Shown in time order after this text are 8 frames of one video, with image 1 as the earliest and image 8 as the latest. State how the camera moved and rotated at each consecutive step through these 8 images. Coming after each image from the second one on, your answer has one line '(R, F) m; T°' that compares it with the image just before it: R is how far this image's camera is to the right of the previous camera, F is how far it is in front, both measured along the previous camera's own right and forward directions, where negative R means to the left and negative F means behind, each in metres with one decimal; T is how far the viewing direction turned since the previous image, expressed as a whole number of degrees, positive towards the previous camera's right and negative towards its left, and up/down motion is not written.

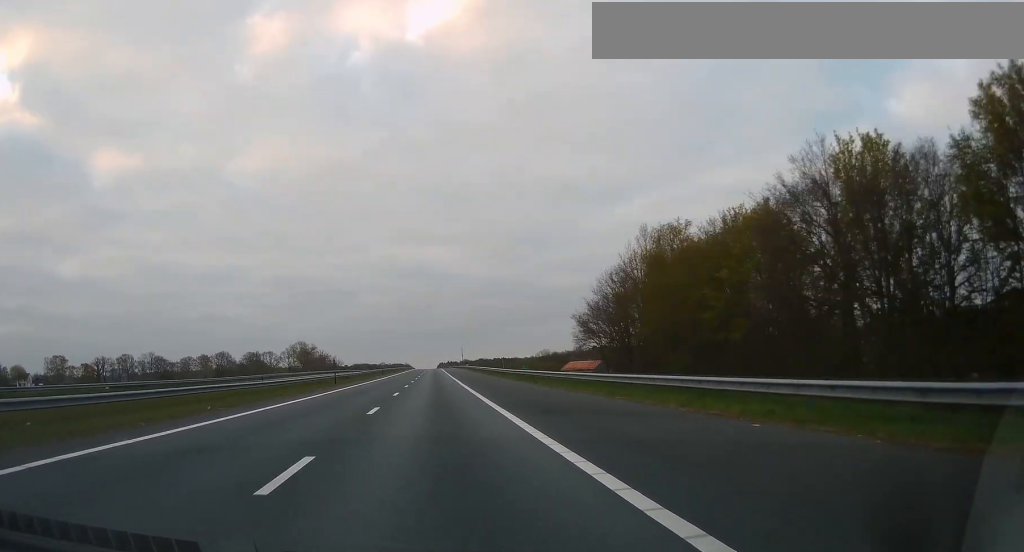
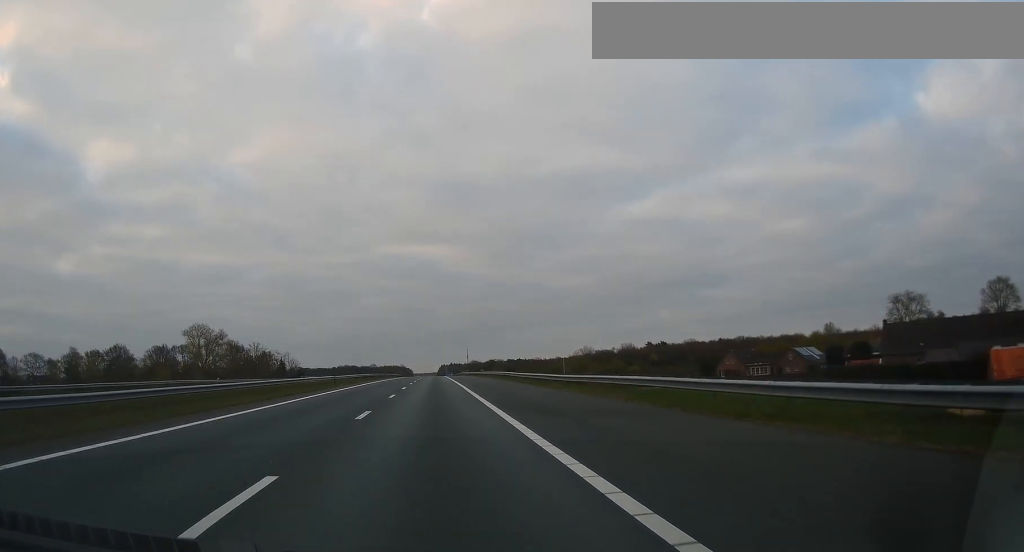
(+0.2, +148.4) m; 0°
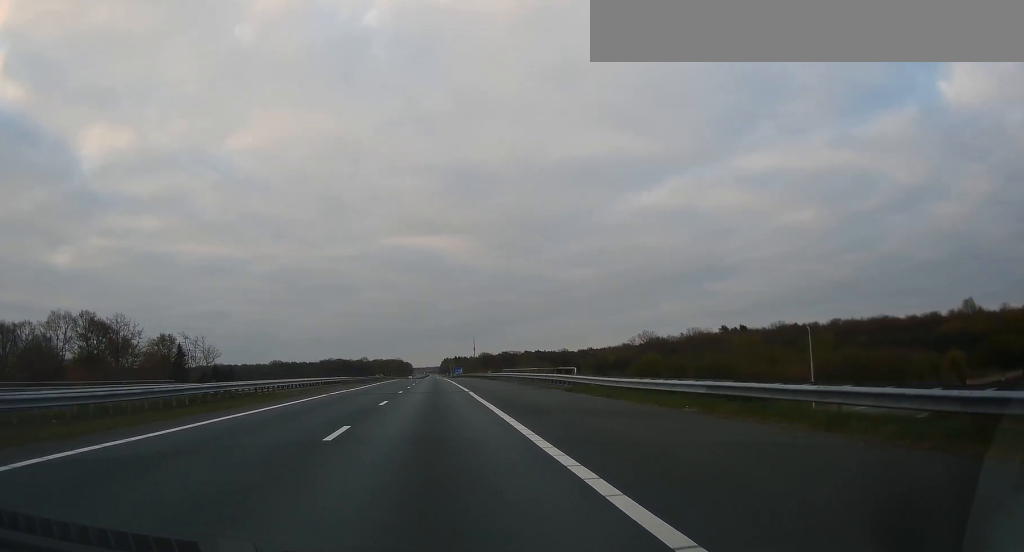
(0.0, +113.9) m; 0°
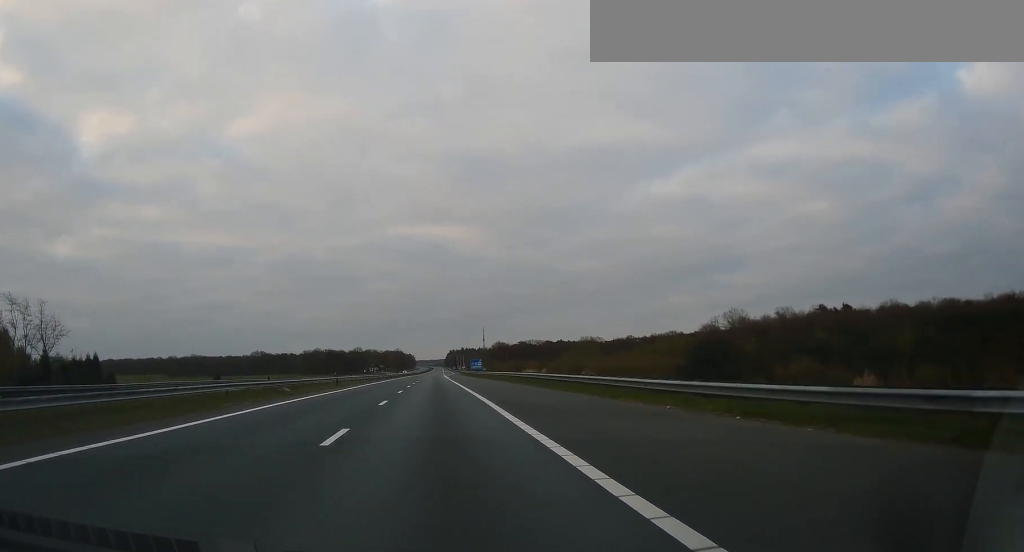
(-0.3, +84.9) m; 0°
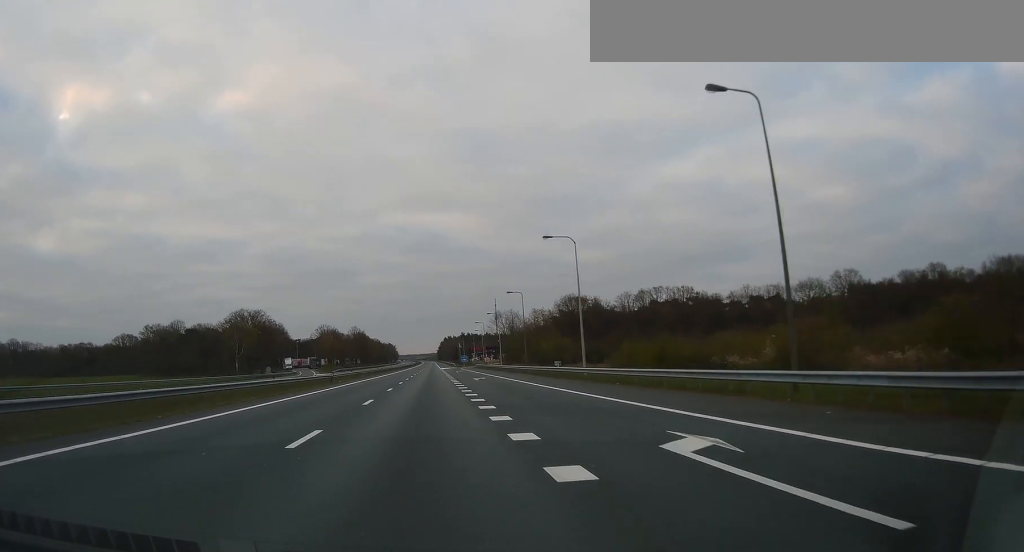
(+0.9, +250.1) m; 0°
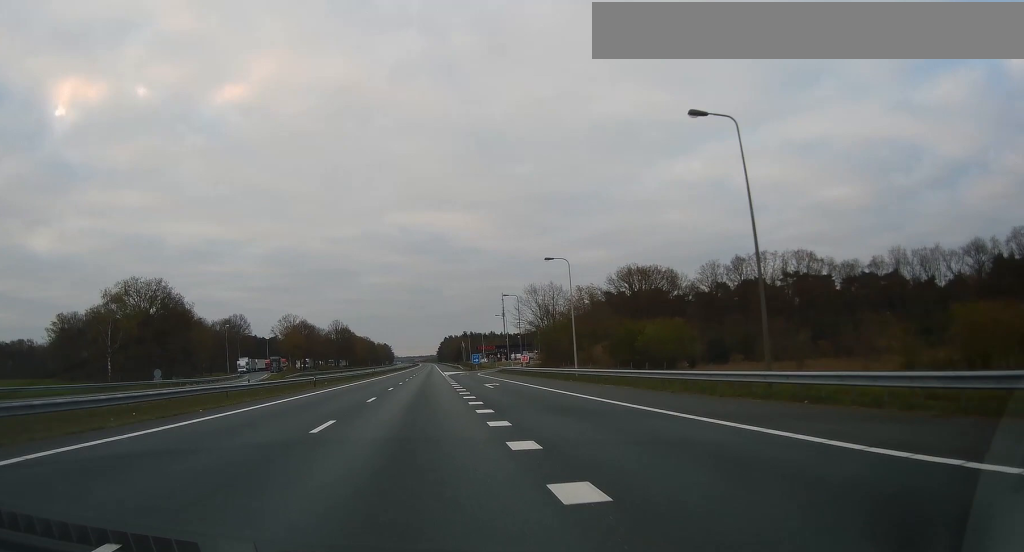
(+0.1, +58.1) m; 0°
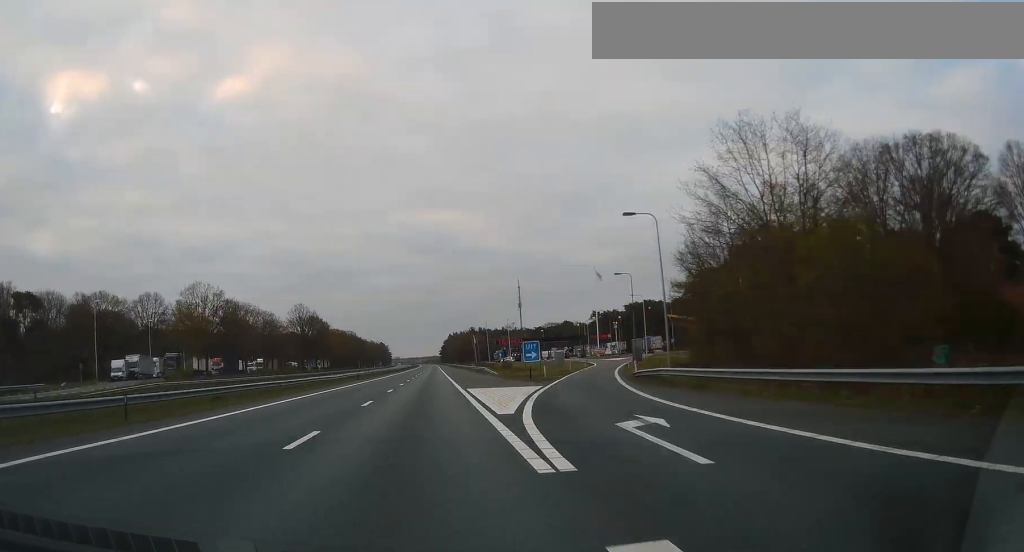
(-0.1, +76.4) m; 0°
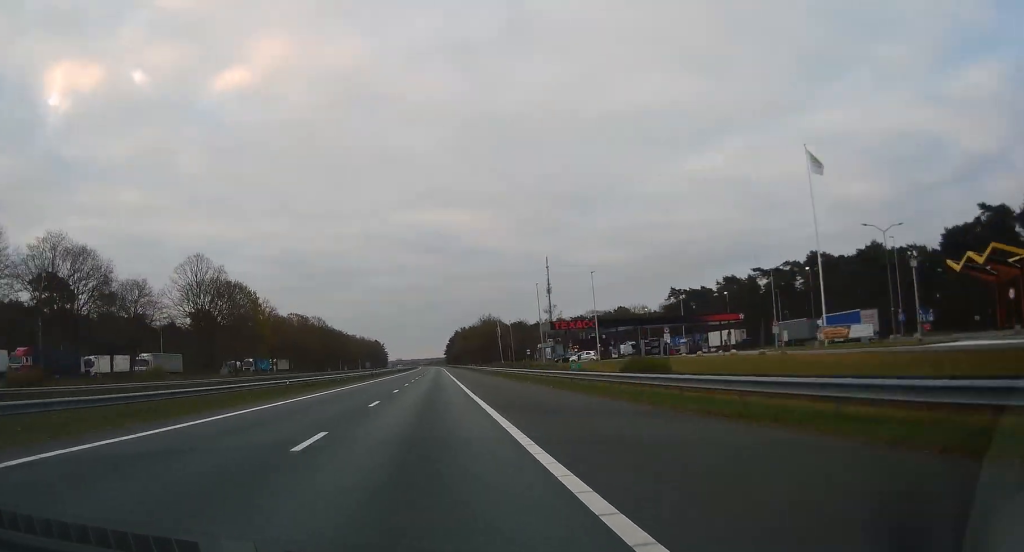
(-0.2, +85.2) m; 0°
